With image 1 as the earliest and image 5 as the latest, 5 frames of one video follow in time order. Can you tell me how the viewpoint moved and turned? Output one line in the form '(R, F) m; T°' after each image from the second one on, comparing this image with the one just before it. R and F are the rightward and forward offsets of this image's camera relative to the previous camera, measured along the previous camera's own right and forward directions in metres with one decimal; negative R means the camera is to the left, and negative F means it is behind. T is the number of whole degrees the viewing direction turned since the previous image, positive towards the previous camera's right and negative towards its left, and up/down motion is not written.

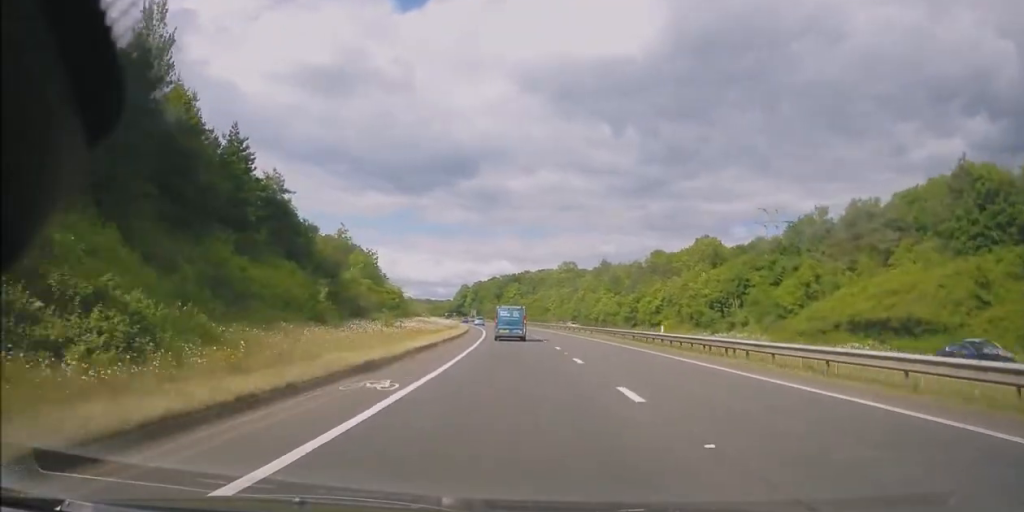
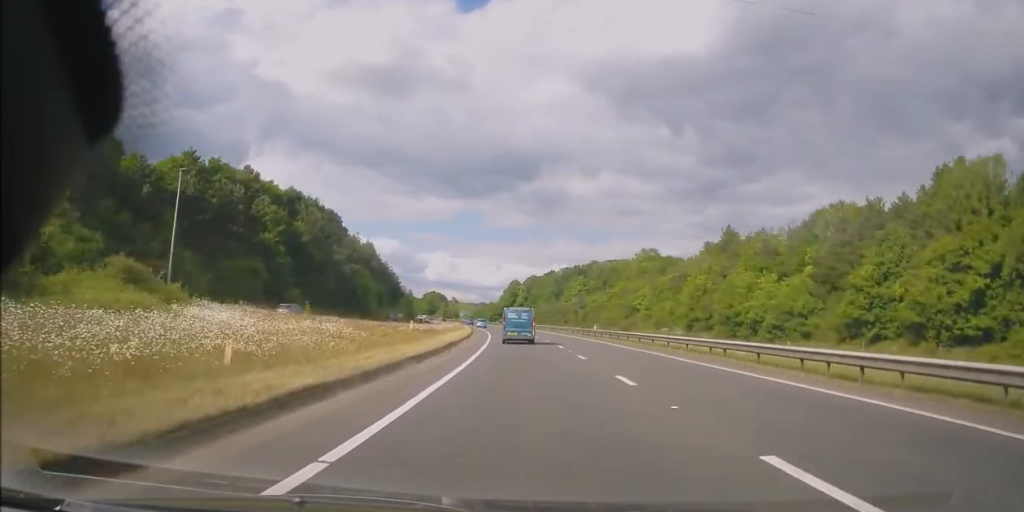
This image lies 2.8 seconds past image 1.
(-3.1, +68.9) m; -5°
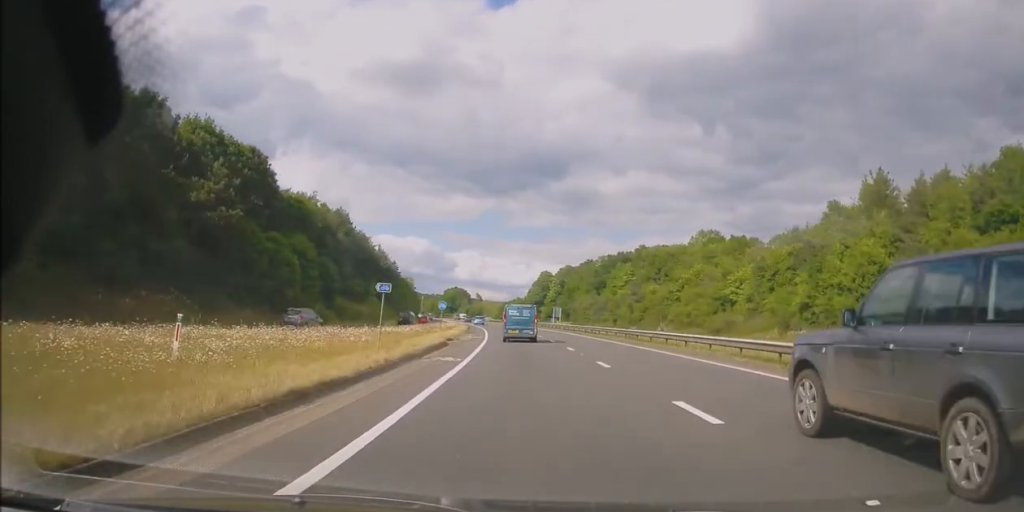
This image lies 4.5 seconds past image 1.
(-1.5, +43.0) m; -4°
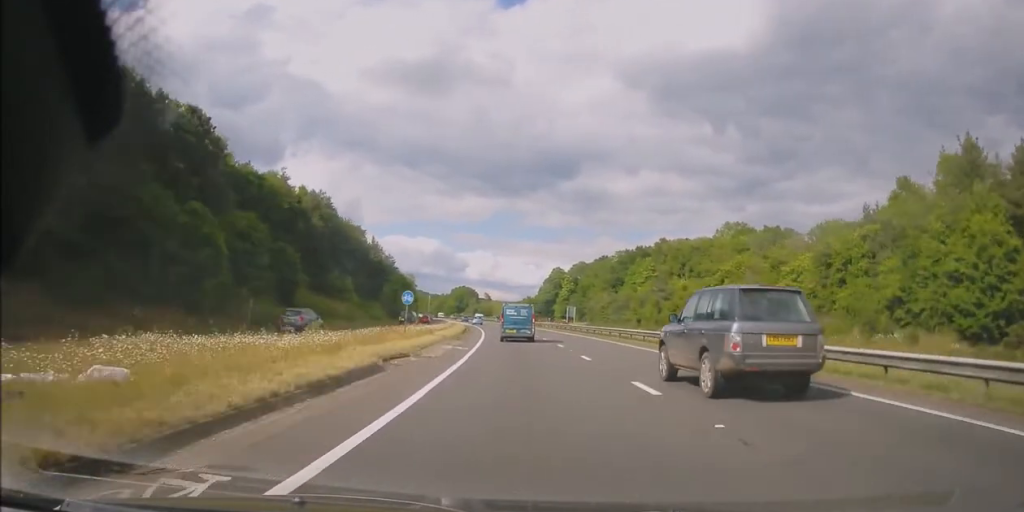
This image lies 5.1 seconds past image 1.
(-0.2, +14.4) m; -1°
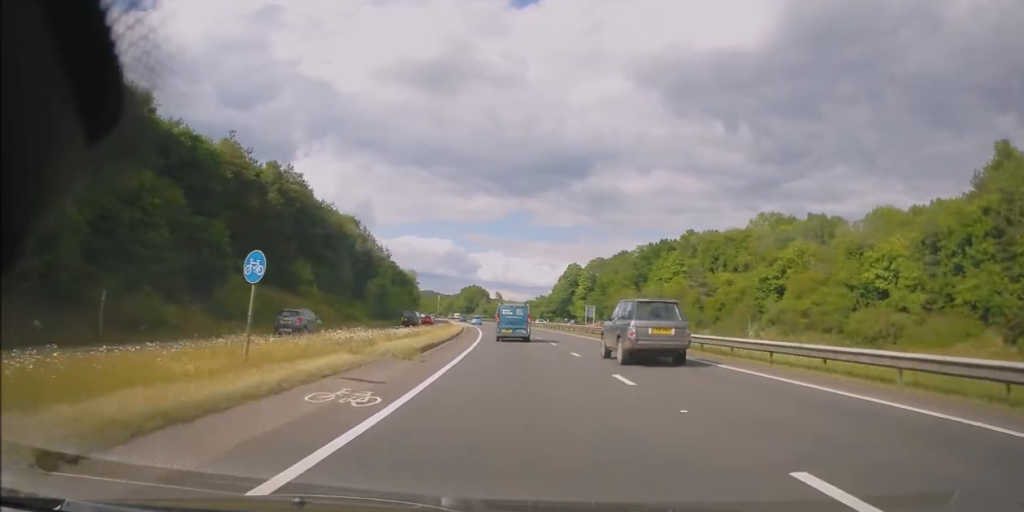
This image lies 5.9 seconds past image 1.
(-0.1, +17.3) m; -1°
